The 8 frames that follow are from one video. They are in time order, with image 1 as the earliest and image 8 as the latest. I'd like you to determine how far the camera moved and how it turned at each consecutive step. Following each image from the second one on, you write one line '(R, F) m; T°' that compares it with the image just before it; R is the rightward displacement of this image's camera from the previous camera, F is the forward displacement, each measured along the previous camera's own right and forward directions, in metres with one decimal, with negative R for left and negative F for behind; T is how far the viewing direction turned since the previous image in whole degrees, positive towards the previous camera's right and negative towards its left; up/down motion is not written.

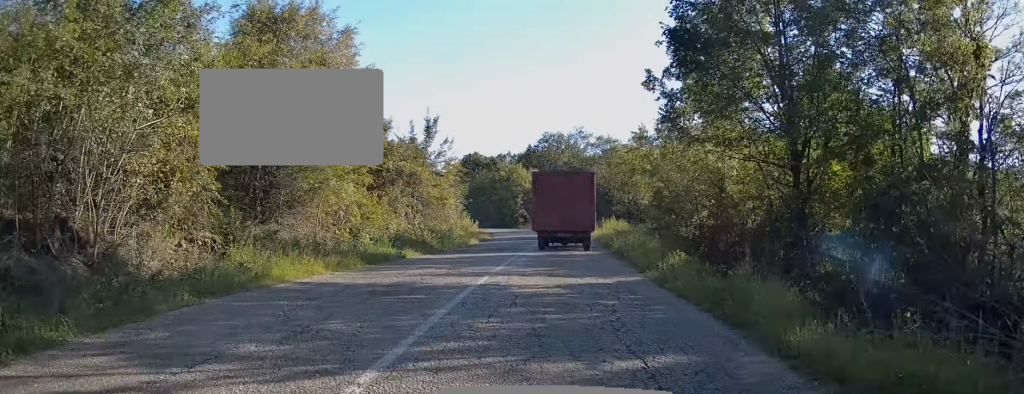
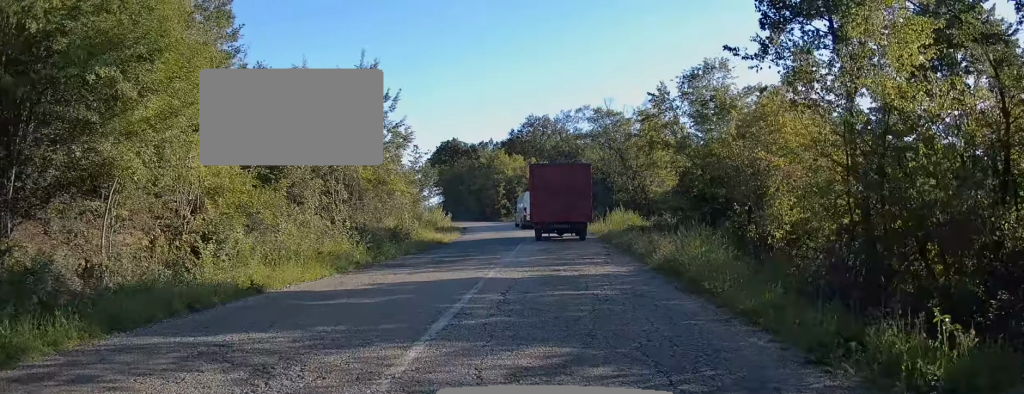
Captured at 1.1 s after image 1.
(+0.1, +9.4) m; +1°
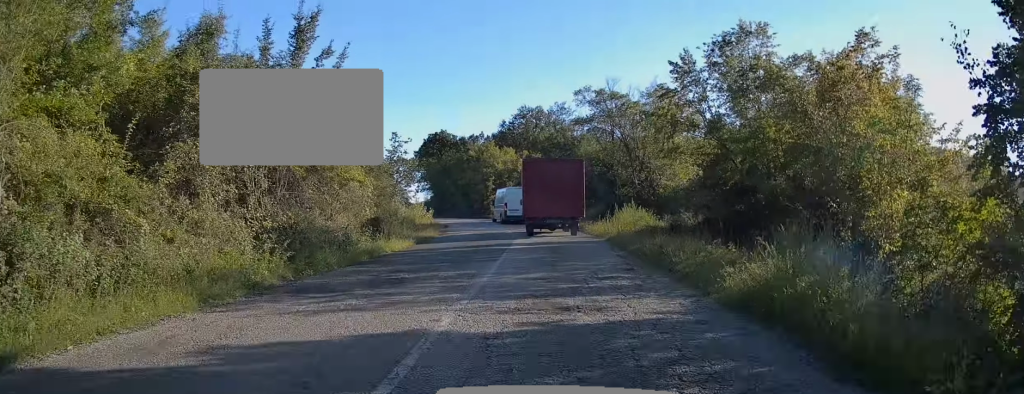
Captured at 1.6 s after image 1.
(-0.1, +5.2) m; 0°
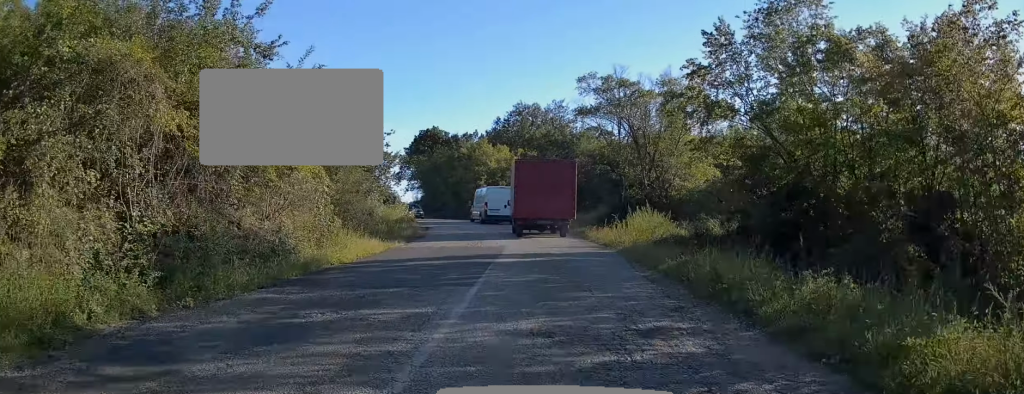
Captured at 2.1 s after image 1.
(+0.1, +4.6) m; 0°
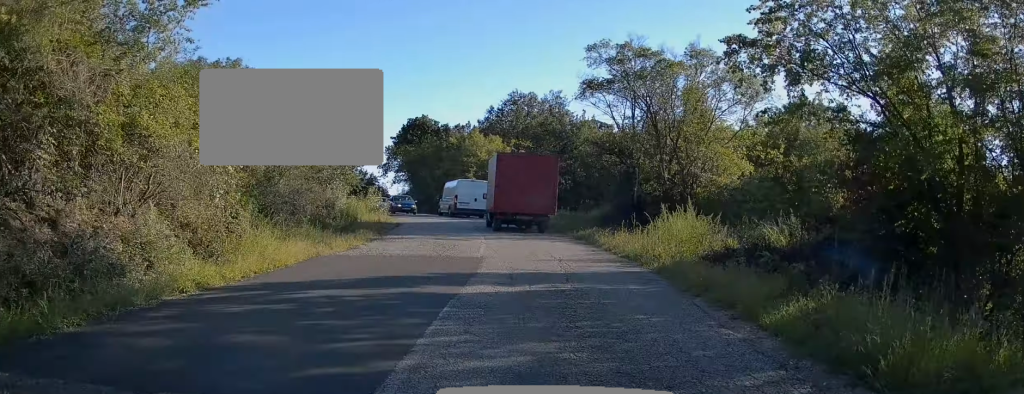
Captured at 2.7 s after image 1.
(+0.1, +5.9) m; 0°
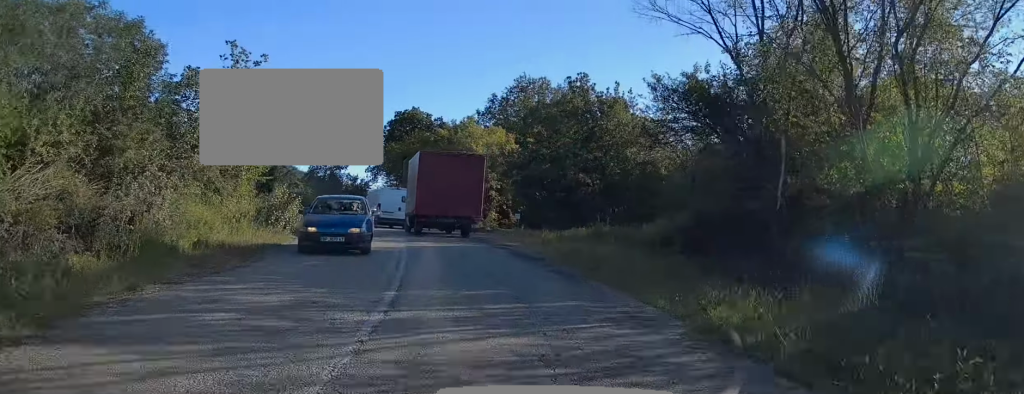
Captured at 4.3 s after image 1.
(-0.2, +15.9) m; -2°
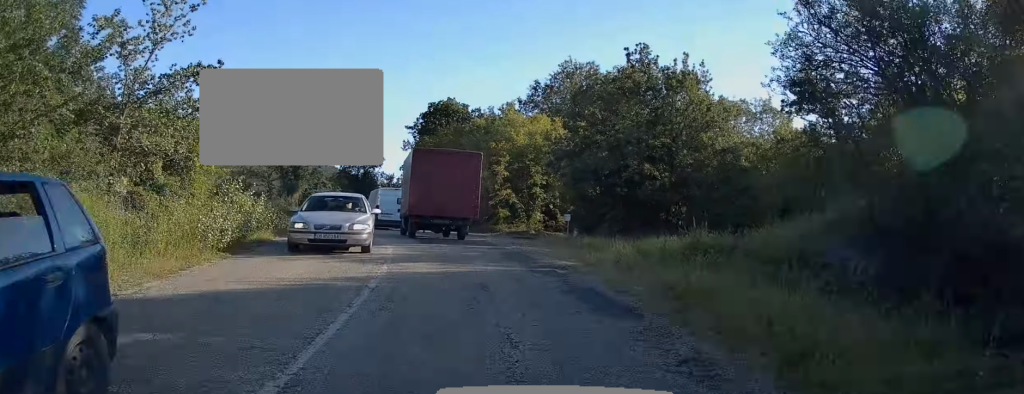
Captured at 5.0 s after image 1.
(-0.1, +7.3) m; -3°
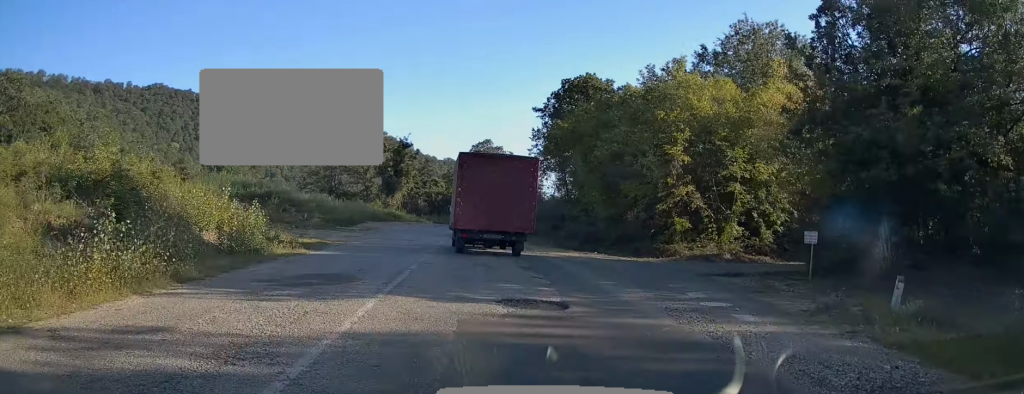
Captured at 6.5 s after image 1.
(-1.4, +16.1) m; -12°
